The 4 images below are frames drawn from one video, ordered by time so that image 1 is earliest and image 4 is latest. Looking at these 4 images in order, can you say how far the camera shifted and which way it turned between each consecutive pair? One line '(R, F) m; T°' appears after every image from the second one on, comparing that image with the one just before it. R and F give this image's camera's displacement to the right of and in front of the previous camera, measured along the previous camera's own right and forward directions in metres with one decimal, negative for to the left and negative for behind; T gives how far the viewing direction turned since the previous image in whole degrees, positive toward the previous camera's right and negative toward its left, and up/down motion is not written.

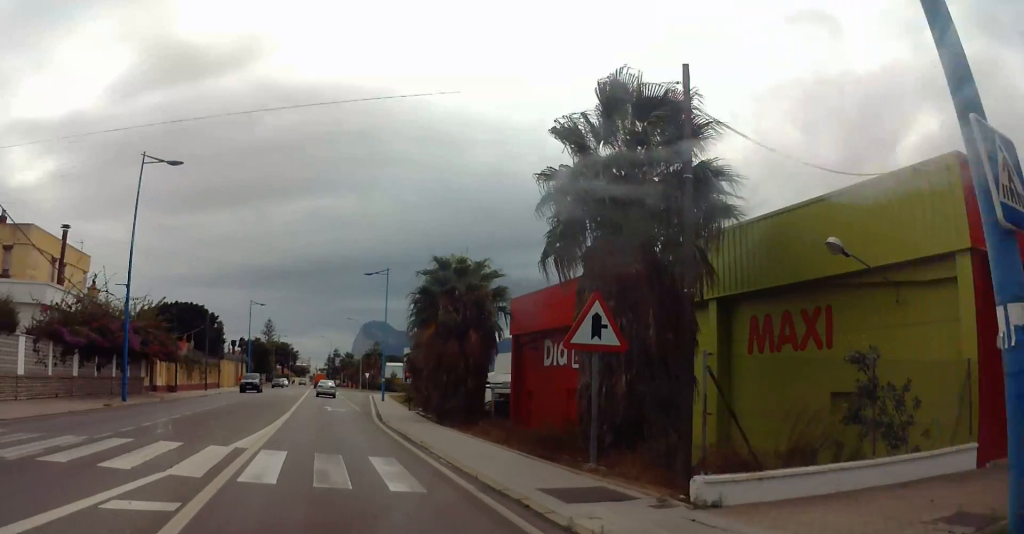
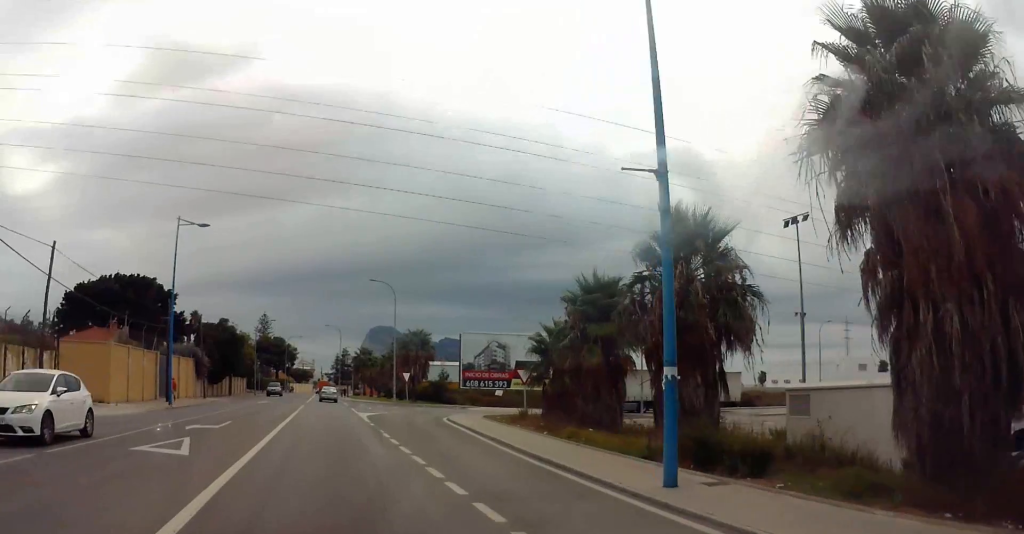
(0.0, +47.5) m; 0°
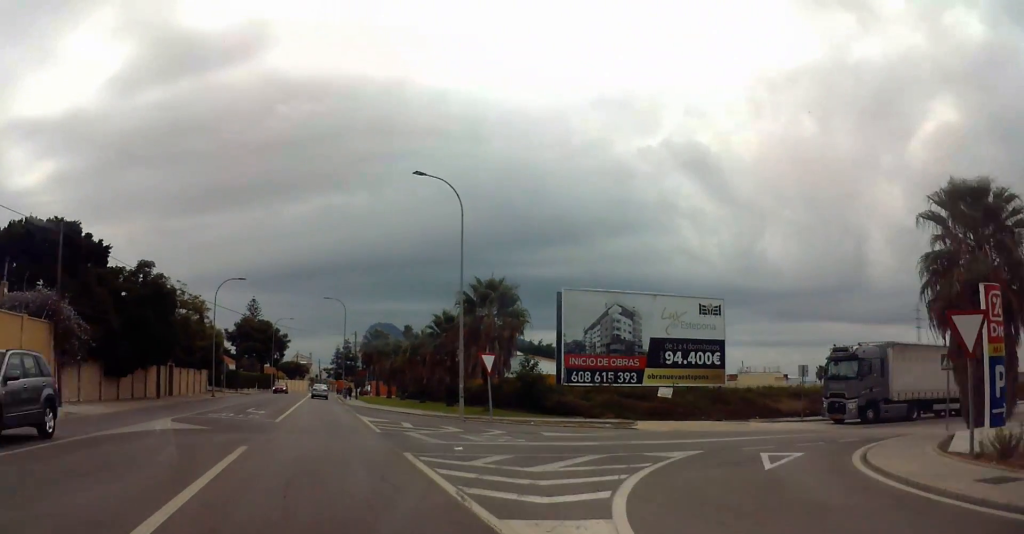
(+0.5, +32.6) m; +2°
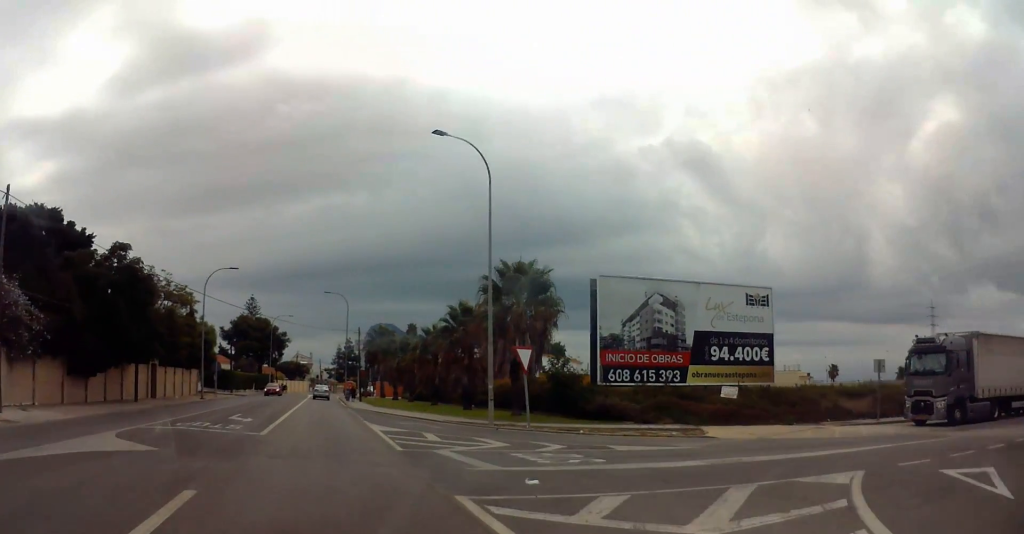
(0.0, +5.3) m; 0°
